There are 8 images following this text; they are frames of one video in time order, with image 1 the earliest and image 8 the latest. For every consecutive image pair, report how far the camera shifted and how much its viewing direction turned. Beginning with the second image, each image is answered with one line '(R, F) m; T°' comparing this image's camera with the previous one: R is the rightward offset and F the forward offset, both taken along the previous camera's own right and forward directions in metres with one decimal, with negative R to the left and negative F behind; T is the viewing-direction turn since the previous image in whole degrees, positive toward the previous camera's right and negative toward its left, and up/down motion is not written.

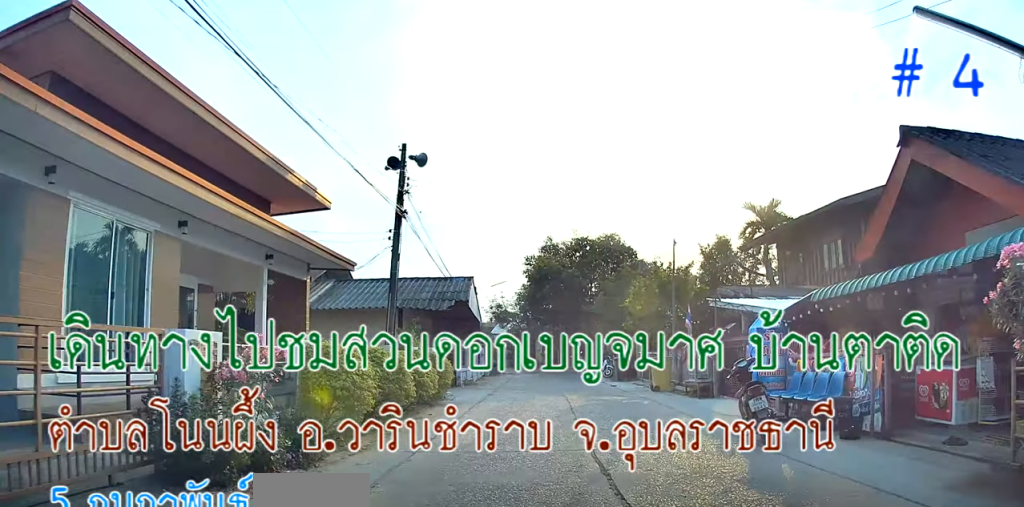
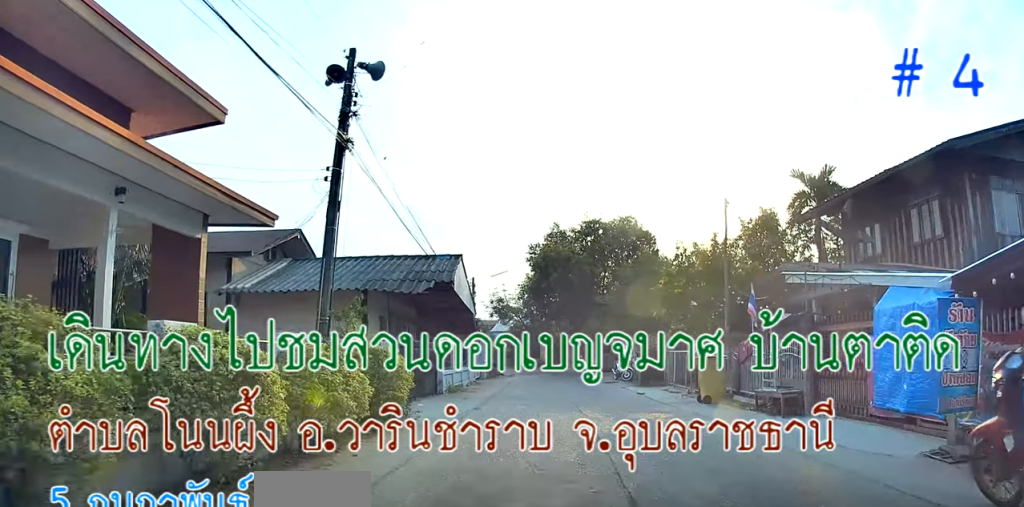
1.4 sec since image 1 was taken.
(0.0, +5.8) m; 0°
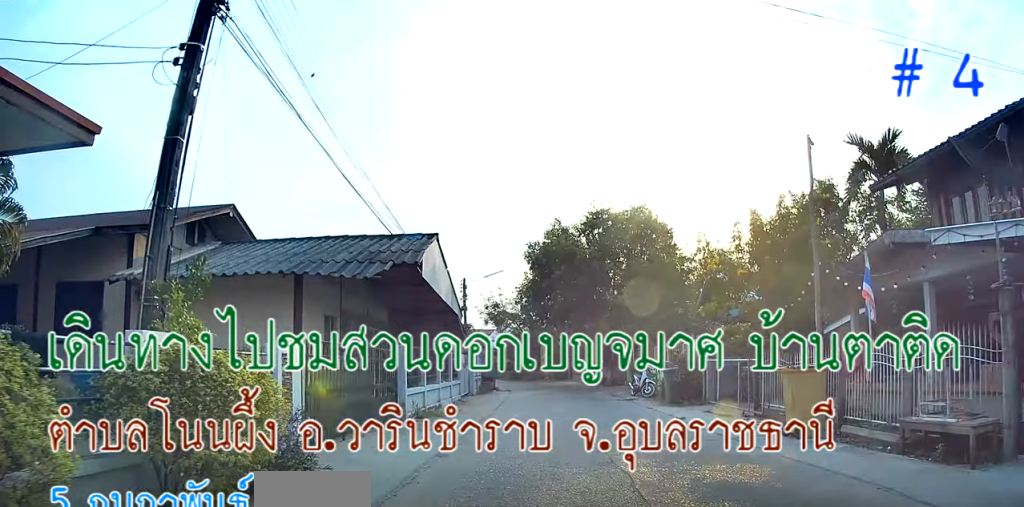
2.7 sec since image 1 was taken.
(+0.1, +5.5) m; +2°
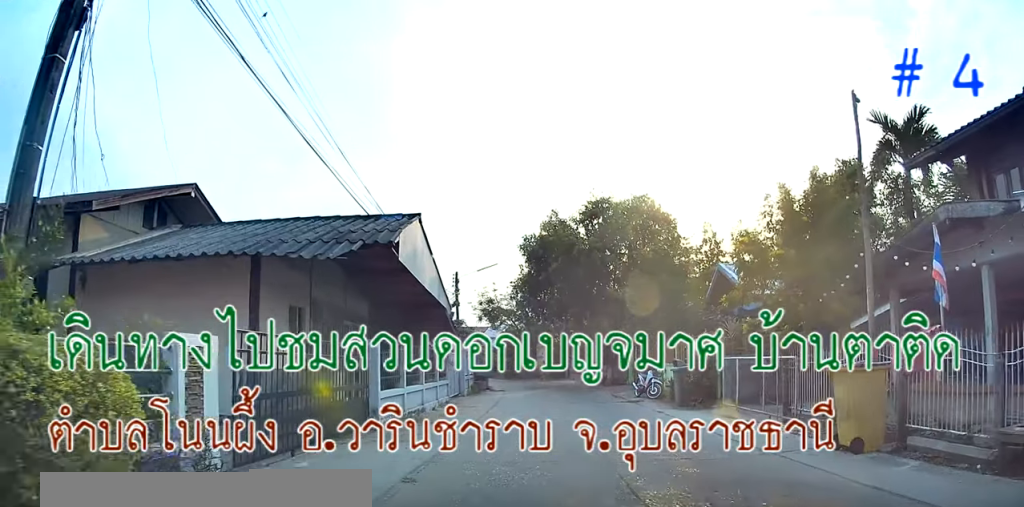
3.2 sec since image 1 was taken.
(0.0, +1.8) m; 0°
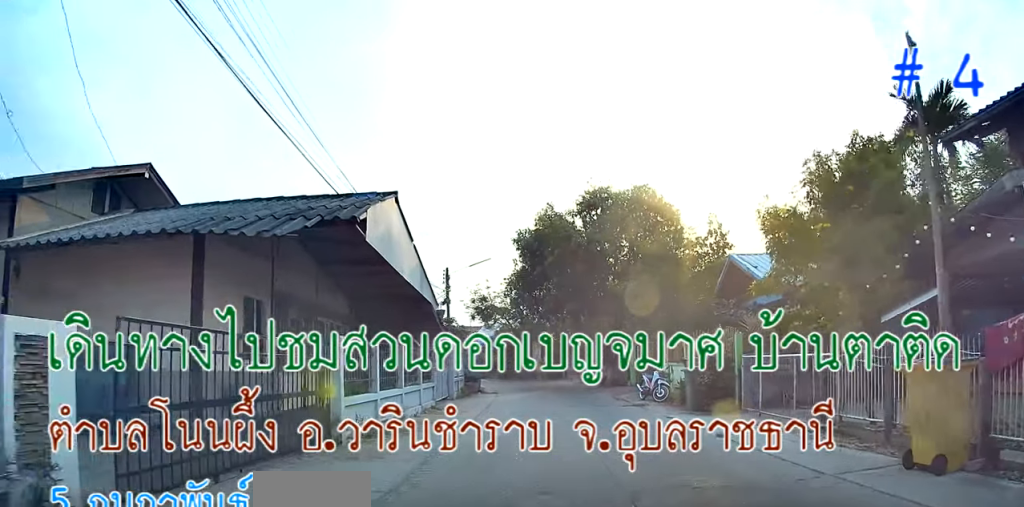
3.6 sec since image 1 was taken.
(0.0, +1.7) m; 0°
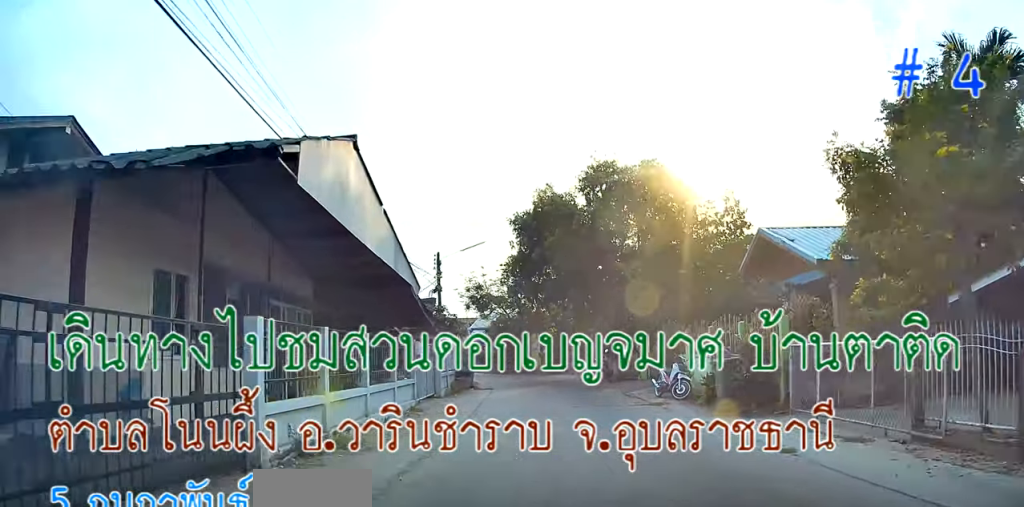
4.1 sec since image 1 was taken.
(0.0, +2.4) m; 0°
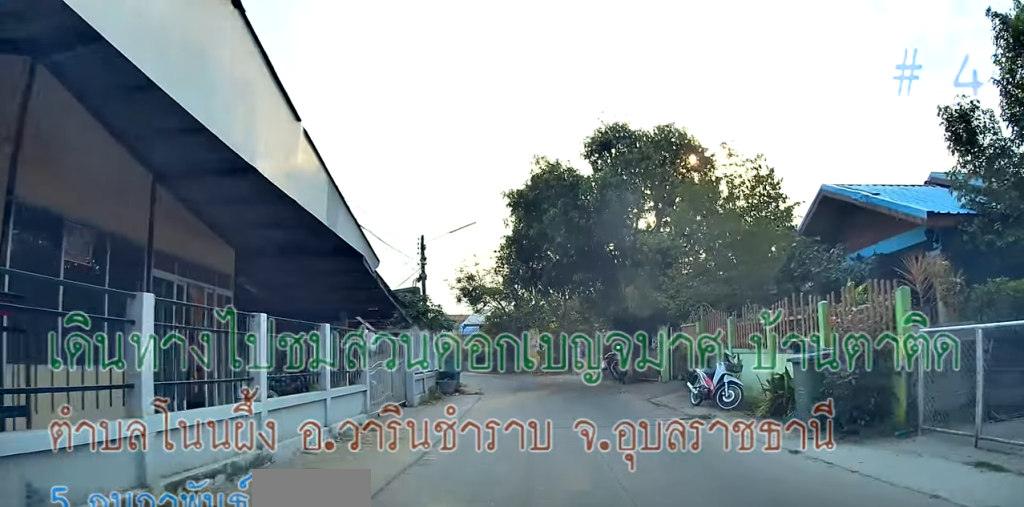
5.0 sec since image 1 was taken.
(0.0, +3.8) m; +1°
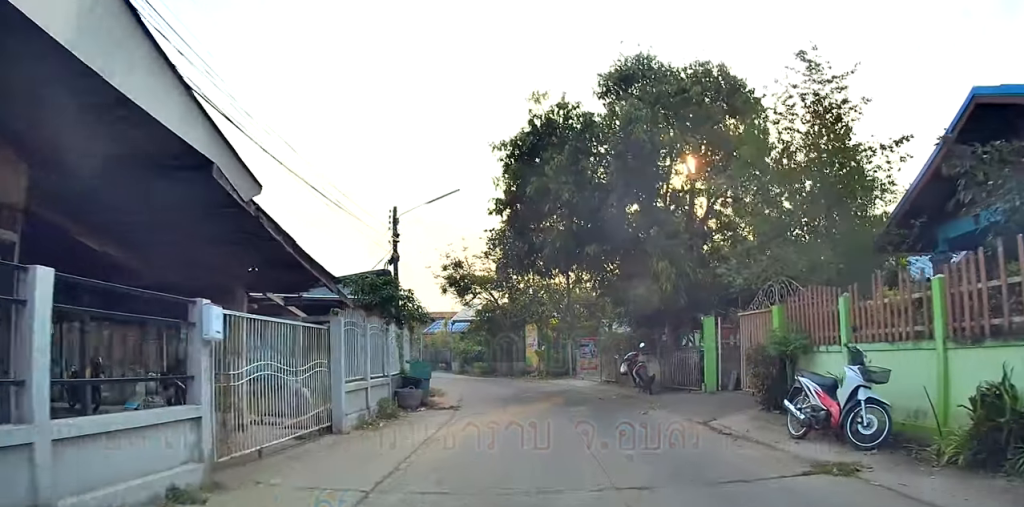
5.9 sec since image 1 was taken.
(+0.1, +4.6) m; +2°
